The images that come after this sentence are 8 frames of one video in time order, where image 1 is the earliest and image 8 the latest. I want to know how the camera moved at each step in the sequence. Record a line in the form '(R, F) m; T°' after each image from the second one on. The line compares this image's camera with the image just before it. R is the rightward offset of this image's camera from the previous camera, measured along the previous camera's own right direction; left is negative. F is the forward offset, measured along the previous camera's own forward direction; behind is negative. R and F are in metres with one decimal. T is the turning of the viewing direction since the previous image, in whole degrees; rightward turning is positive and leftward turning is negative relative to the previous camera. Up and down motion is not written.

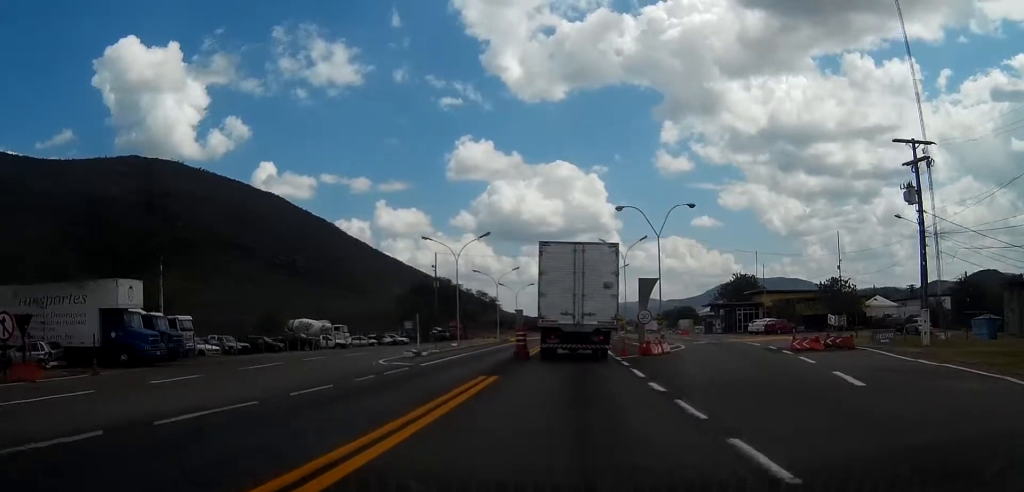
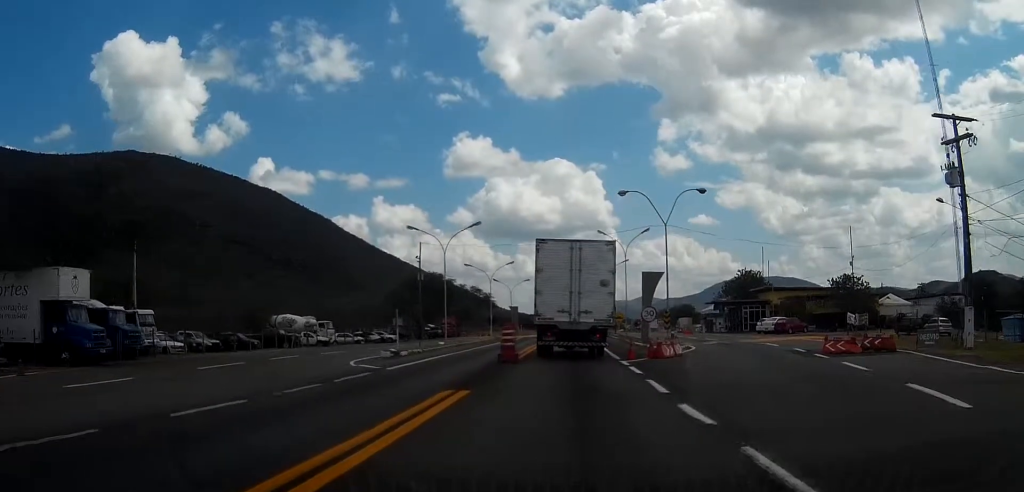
(0.0, +4.5) m; 0°
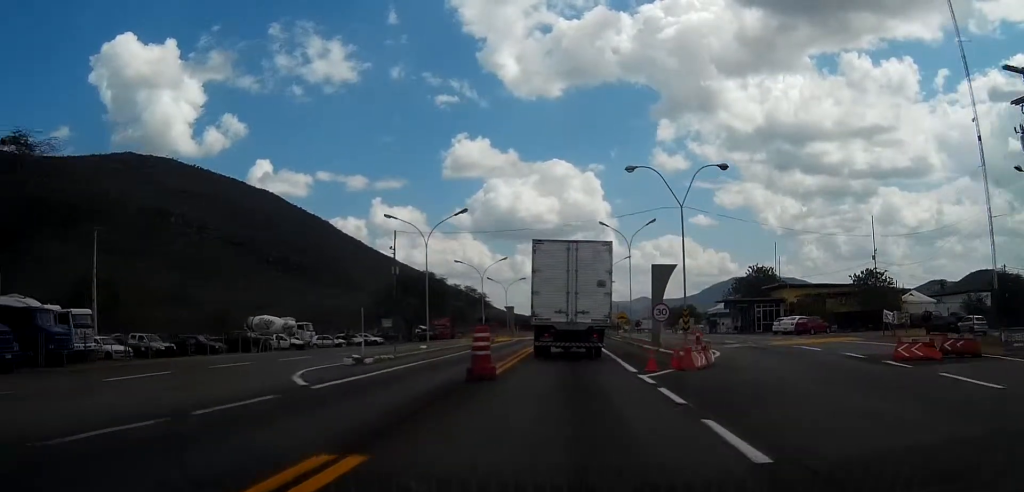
(0.0, +6.4) m; 0°
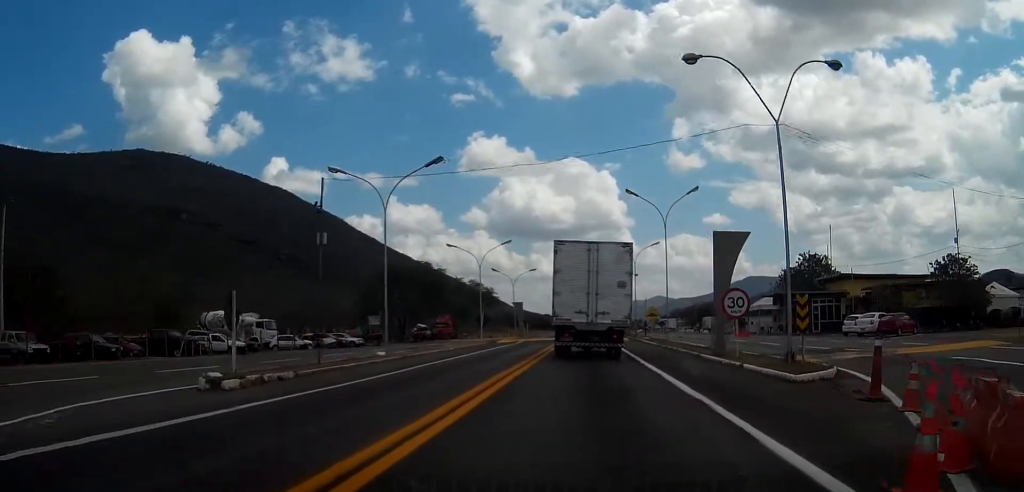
(0.0, +14.4) m; -1°
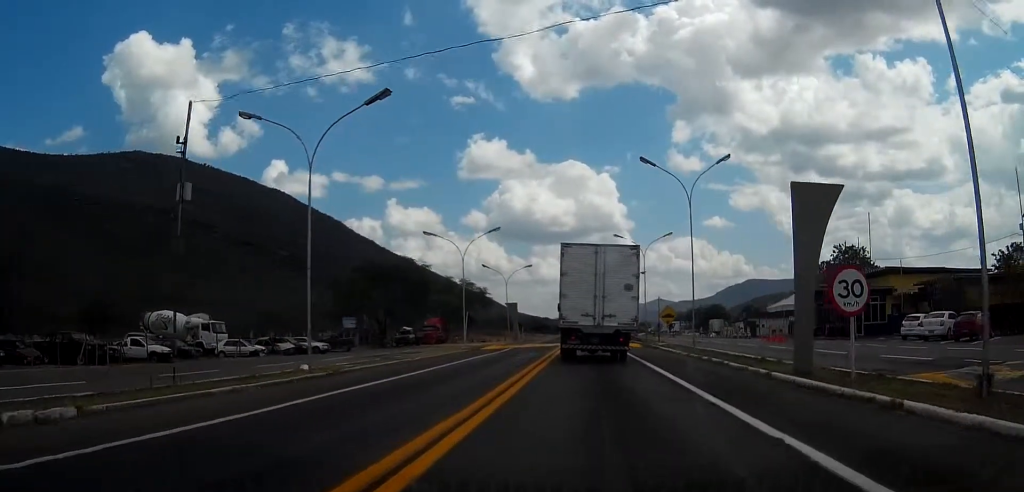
(-0.1, +10.0) m; 0°
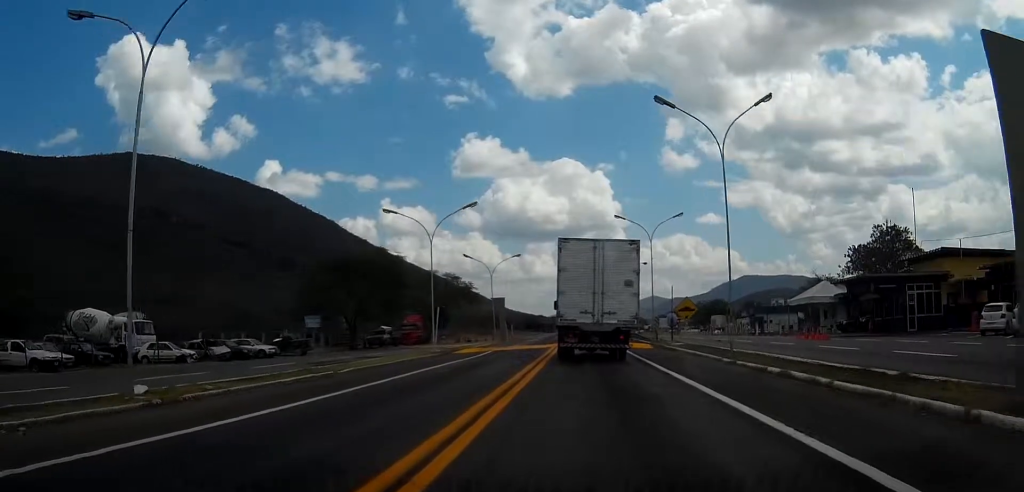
(+0.3, +9.9) m; +2°
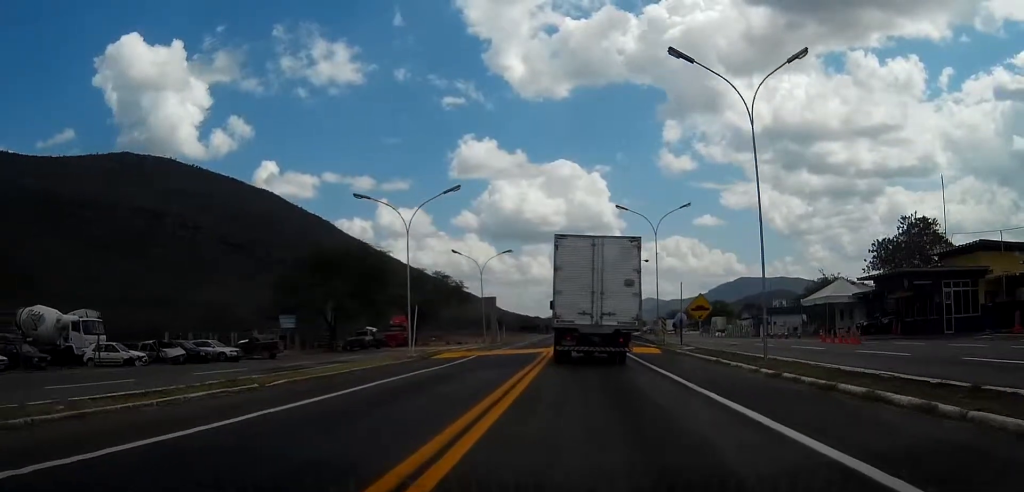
(-0.1, +5.3) m; 0°
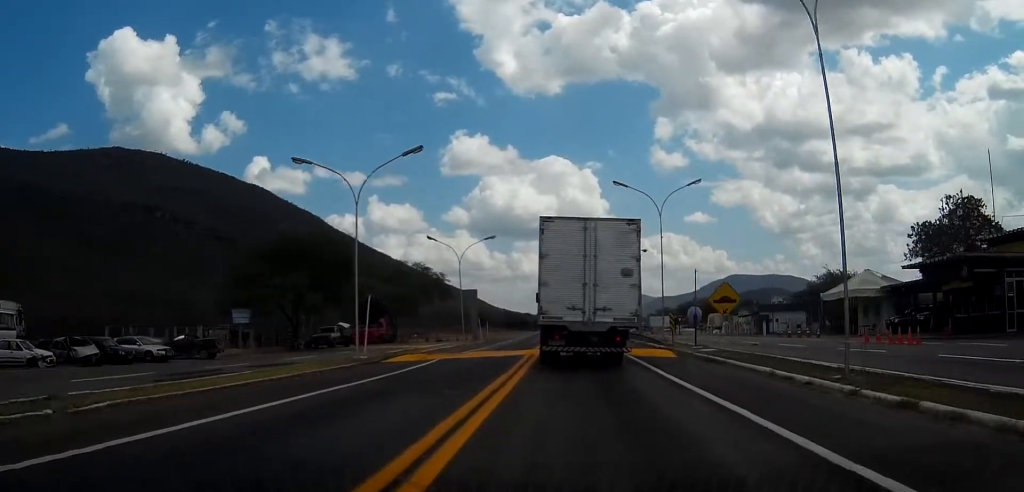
(0.0, +7.5) m; +1°
